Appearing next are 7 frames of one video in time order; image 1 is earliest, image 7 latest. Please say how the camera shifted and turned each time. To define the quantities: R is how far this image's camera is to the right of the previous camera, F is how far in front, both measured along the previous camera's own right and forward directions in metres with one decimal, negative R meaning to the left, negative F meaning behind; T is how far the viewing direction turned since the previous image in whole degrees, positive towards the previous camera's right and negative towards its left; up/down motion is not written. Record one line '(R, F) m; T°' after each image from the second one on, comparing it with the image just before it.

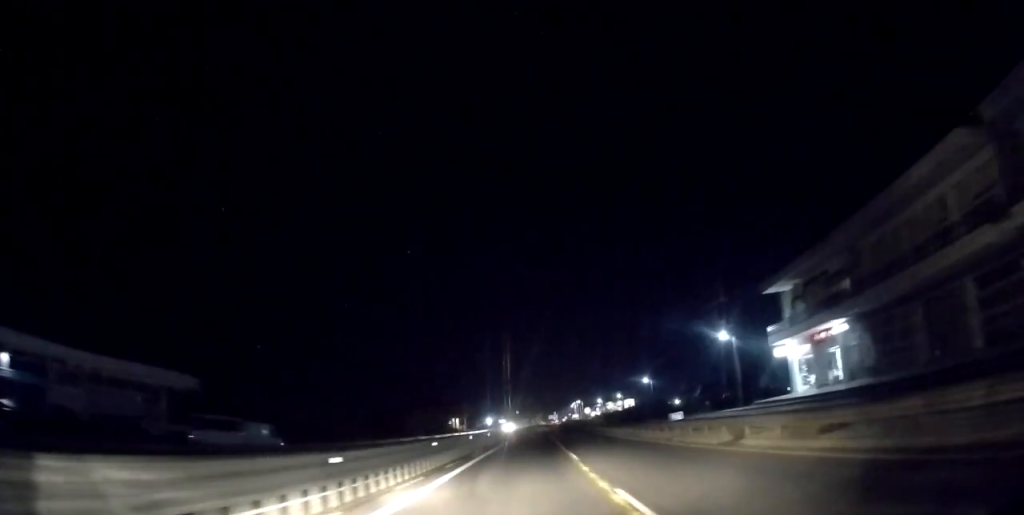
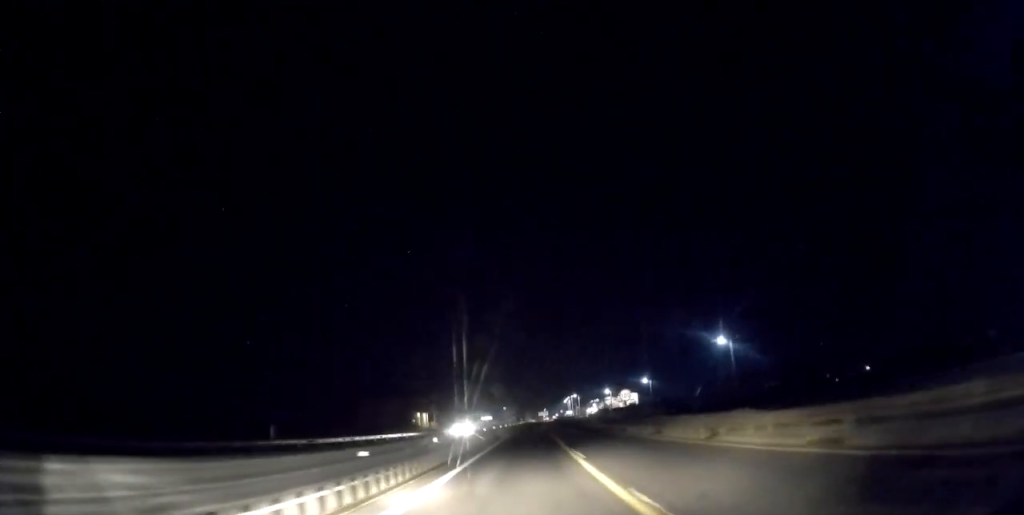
(0.0, +37.5) m; 0°
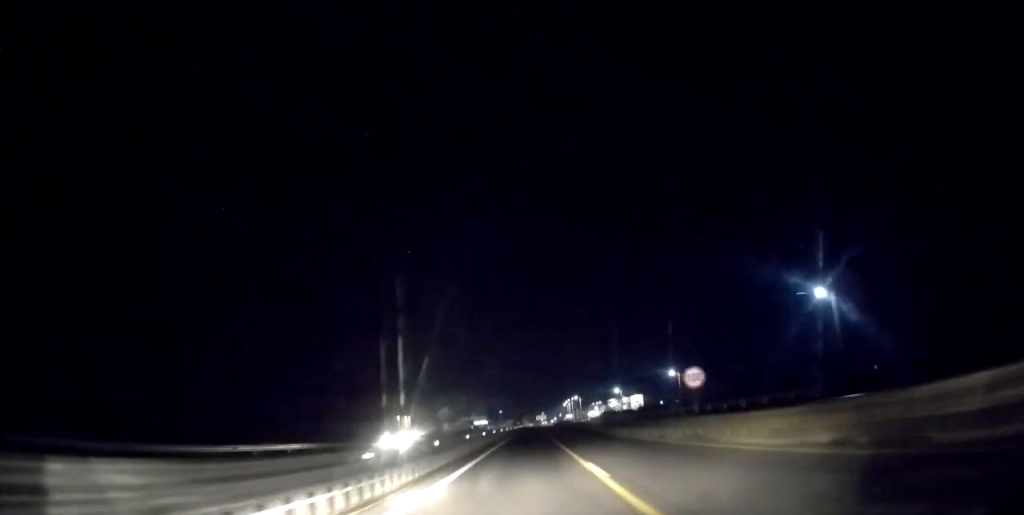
(0.0, +17.6) m; +1°
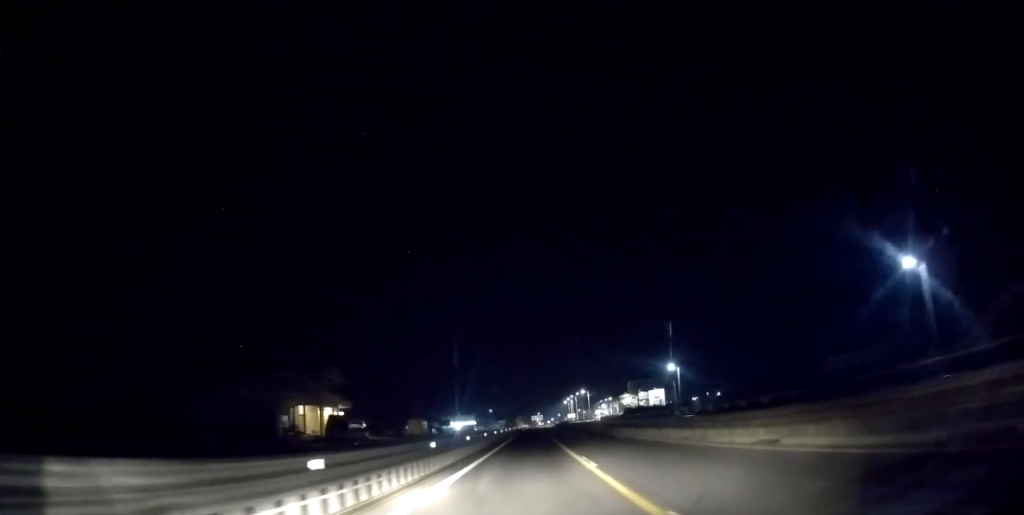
(+1.0, +45.6) m; +1°
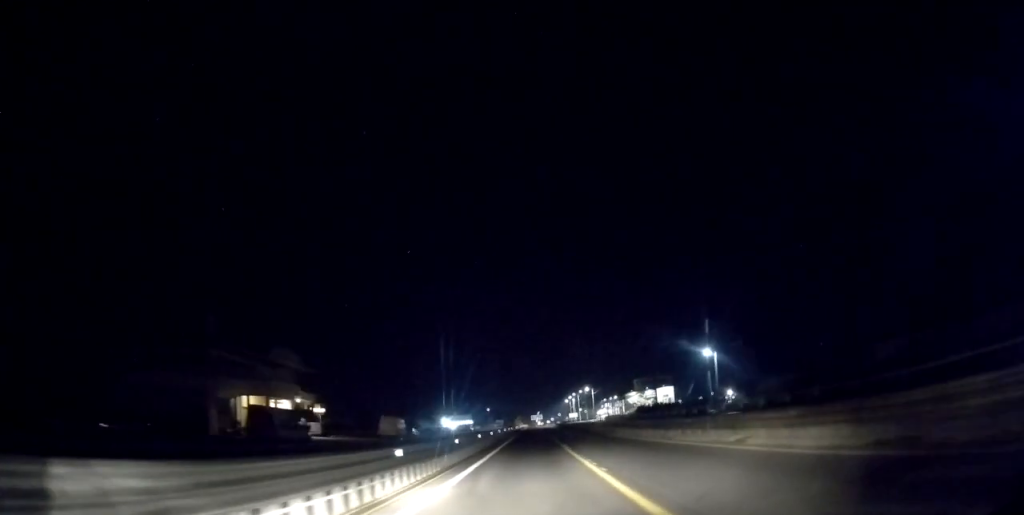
(-0.2, +13.4) m; 0°
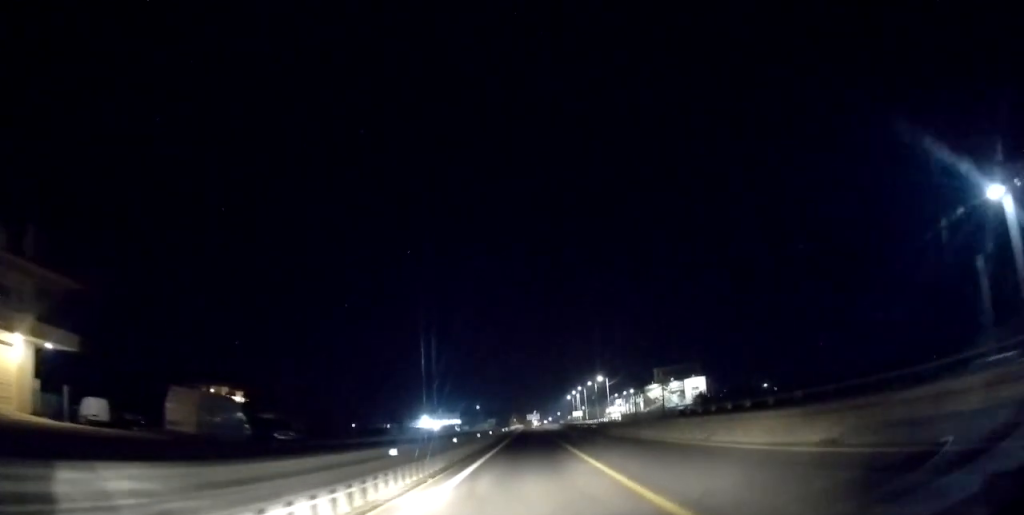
(-0.2, +36.4) m; 0°
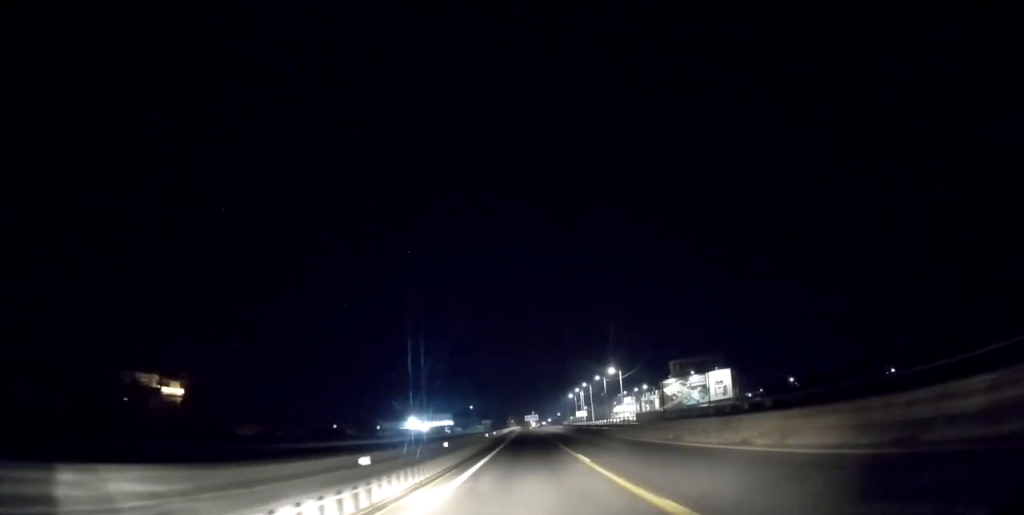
(+0.1, +19.9) m; +1°
